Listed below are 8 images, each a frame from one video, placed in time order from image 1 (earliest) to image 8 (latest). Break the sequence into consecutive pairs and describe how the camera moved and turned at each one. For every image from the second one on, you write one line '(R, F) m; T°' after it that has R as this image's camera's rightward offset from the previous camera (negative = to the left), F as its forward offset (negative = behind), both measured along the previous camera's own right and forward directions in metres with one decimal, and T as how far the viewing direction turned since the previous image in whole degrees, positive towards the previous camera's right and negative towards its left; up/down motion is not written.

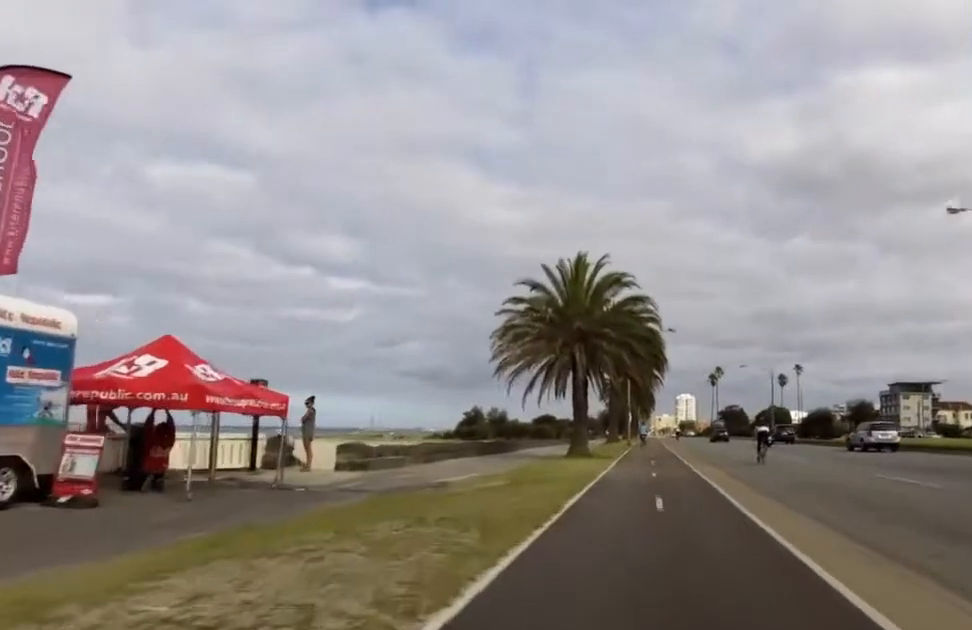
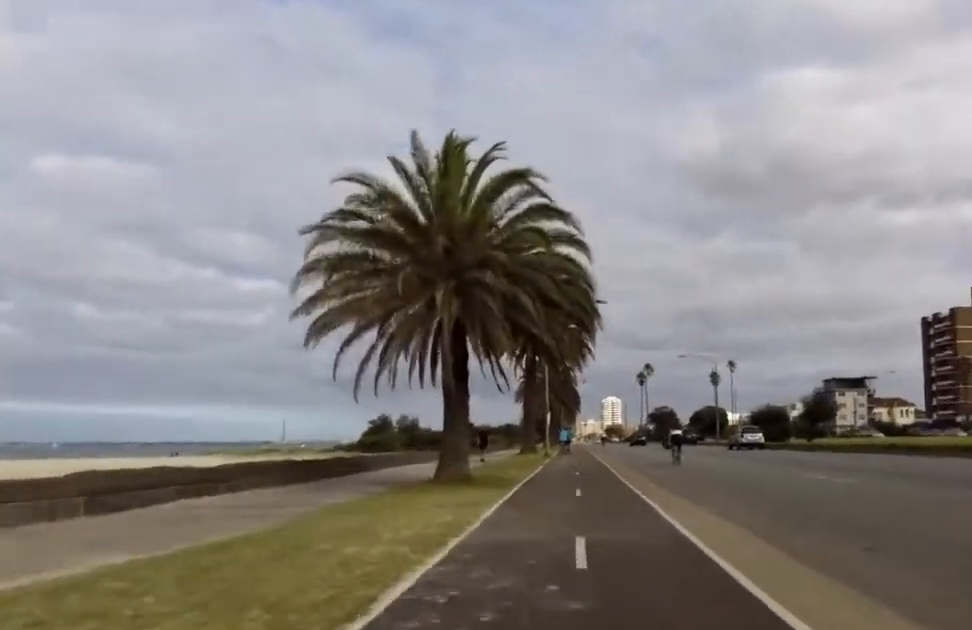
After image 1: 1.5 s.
(+0.7, +11.6) m; +7°
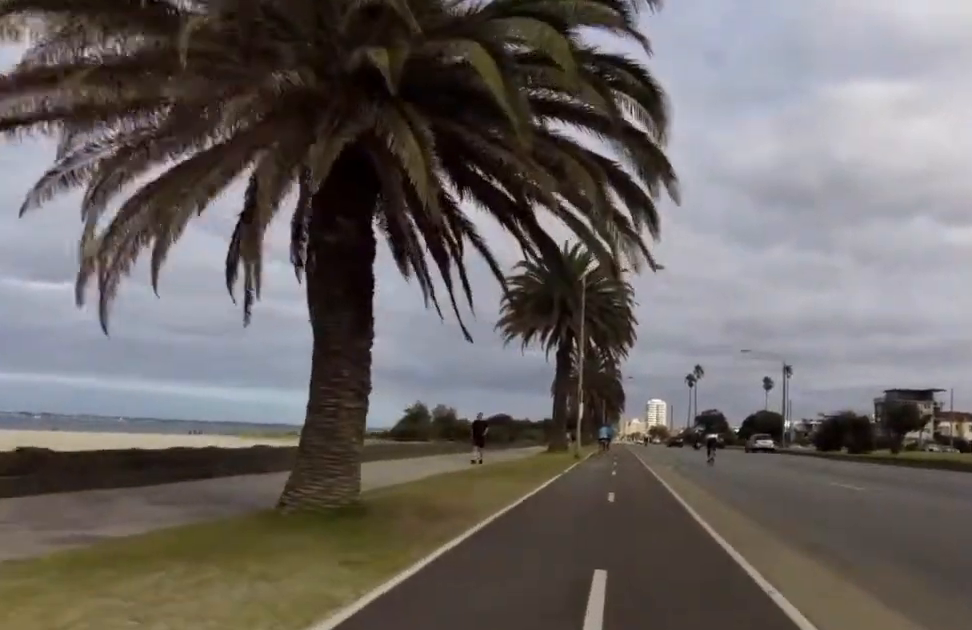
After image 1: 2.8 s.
(+0.3, +10.6) m; +1°
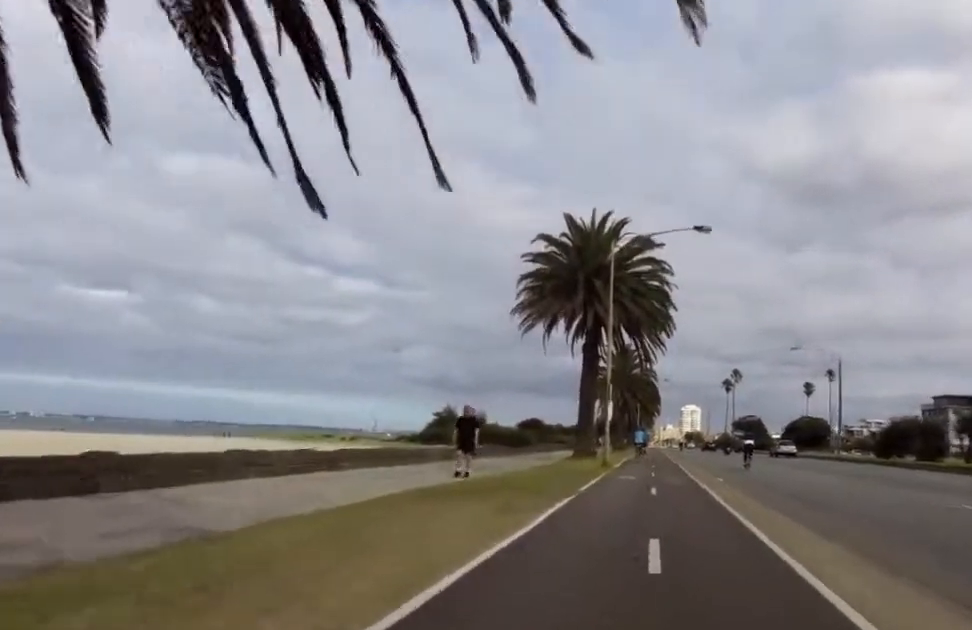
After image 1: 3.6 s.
(-0.1, +6.2) m; 0°
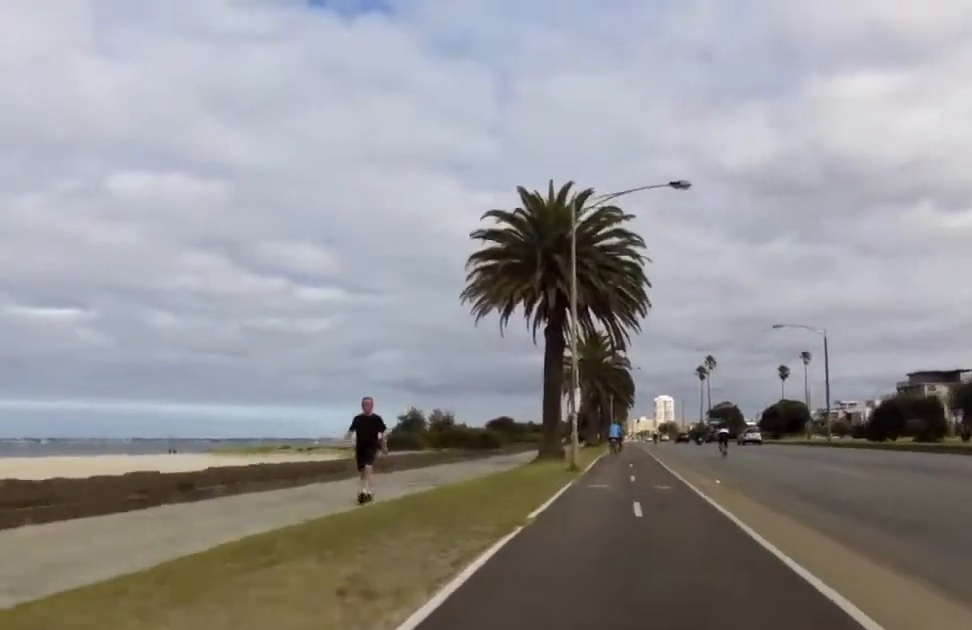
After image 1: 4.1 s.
(0.0, +4.3) m; +1°
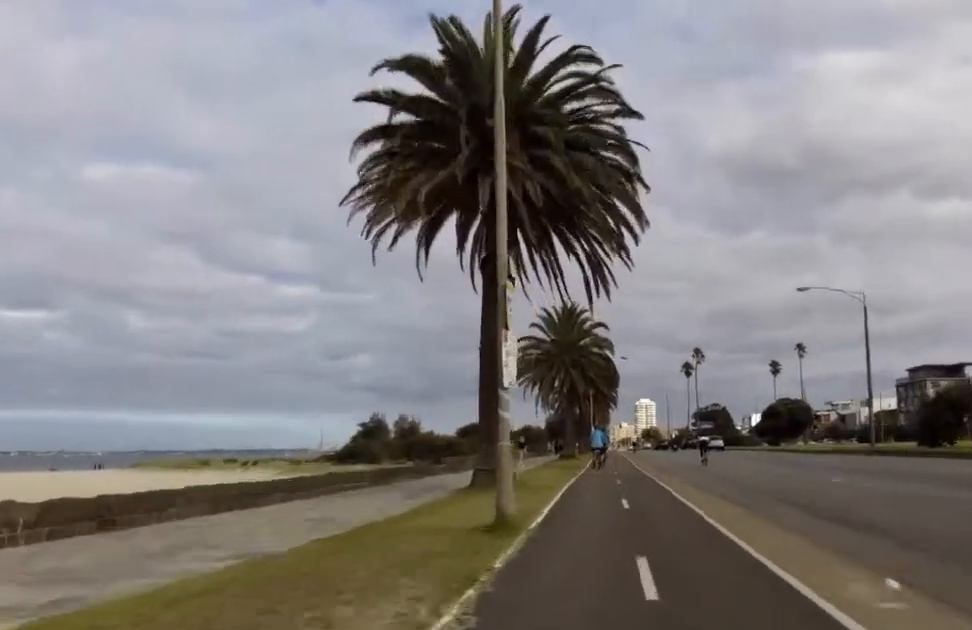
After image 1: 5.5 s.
(-0.6, +11.9) m; -5°
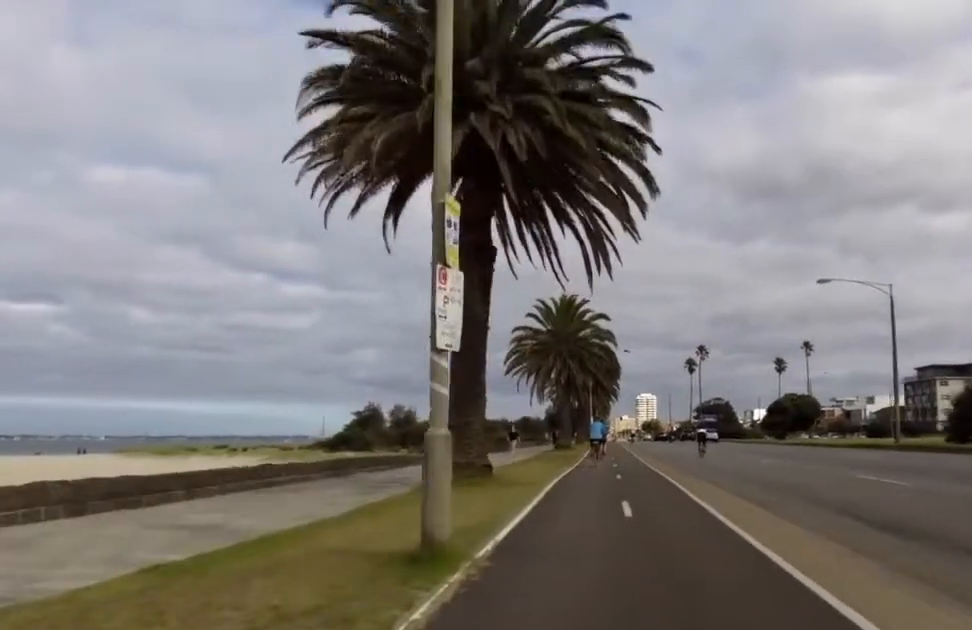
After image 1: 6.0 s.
(-0.6, +3.6) m; +2°
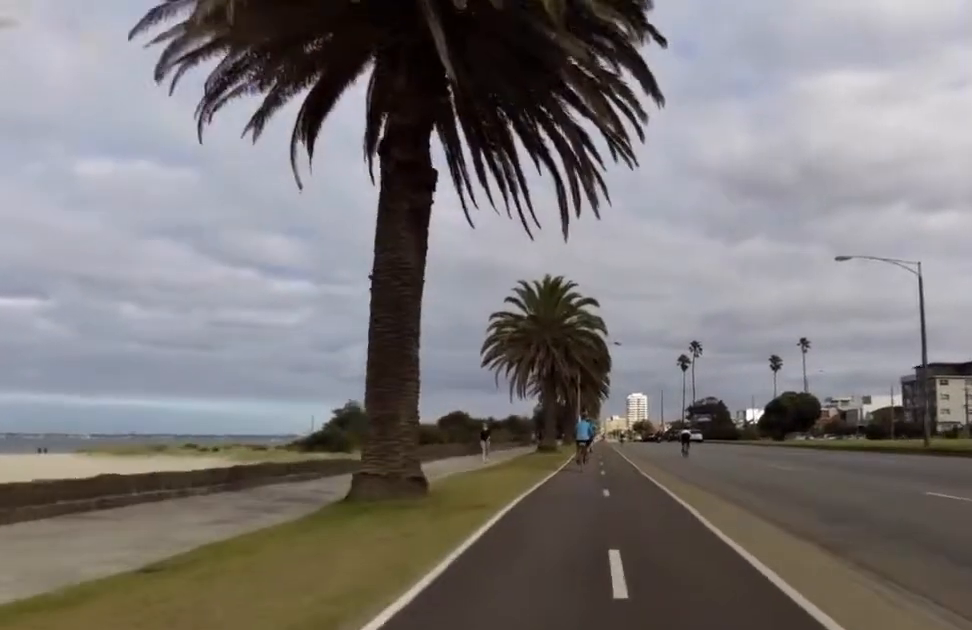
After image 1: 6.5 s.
(+0.4, +4.6) m; +1°
